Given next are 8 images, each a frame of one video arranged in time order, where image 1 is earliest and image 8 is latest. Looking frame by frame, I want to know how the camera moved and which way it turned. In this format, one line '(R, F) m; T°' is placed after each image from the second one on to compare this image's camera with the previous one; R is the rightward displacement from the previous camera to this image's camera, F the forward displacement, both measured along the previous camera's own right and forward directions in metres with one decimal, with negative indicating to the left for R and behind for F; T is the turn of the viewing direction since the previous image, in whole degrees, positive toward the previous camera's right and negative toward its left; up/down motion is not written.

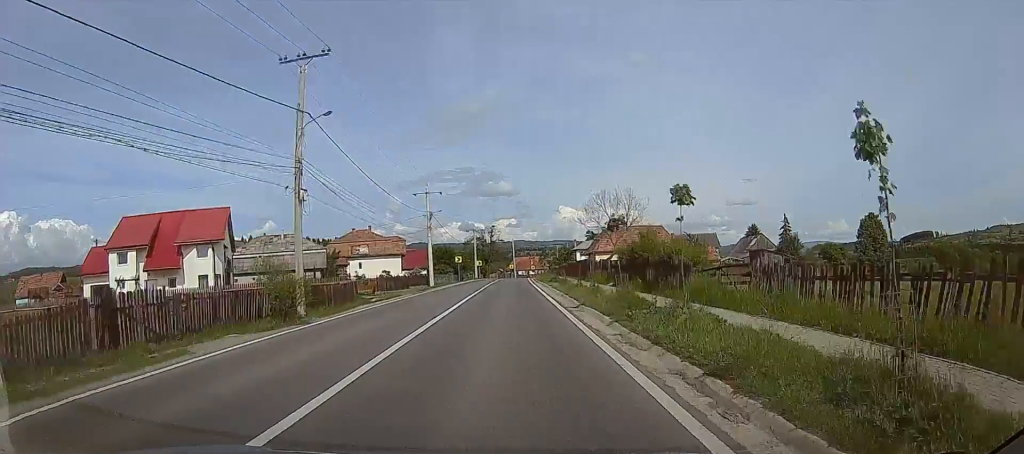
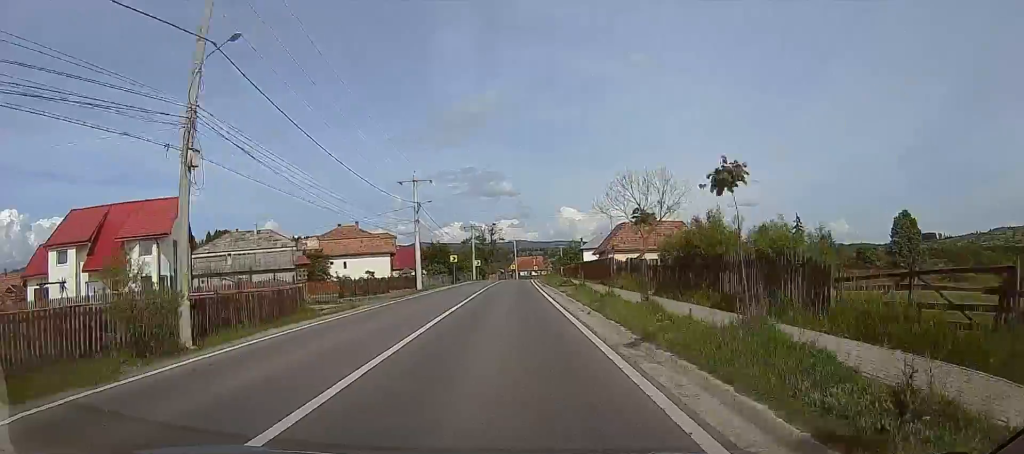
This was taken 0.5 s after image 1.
(+0.1, +8.5) m; +1°
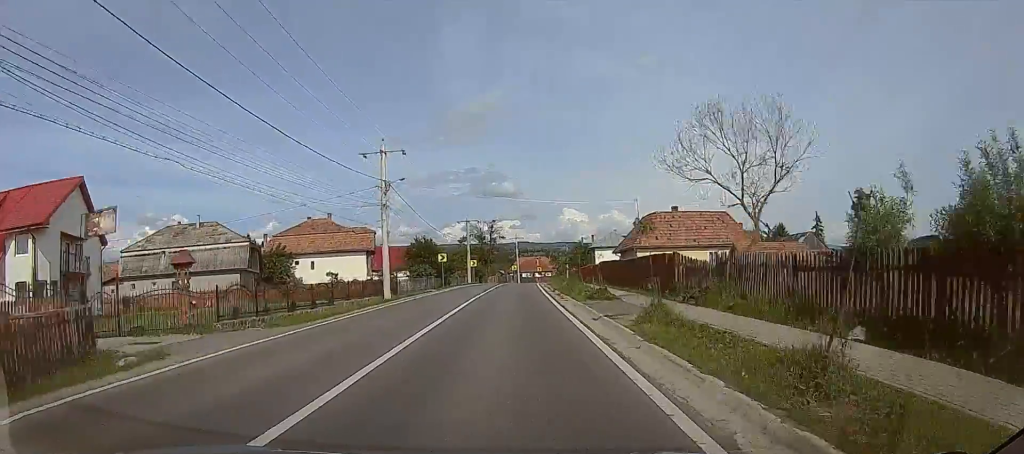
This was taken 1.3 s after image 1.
(0.0, +13.1) m; -4°
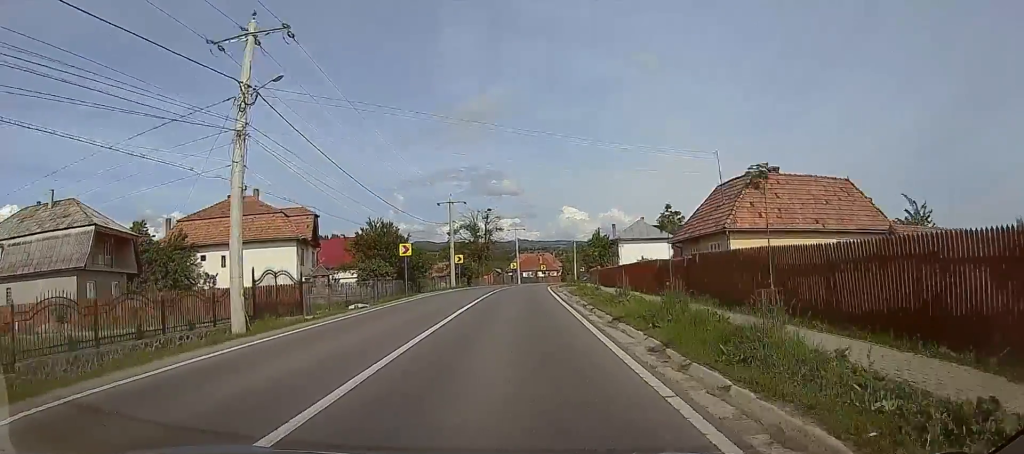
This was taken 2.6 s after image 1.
(-1.6, +20.8) m; -2°
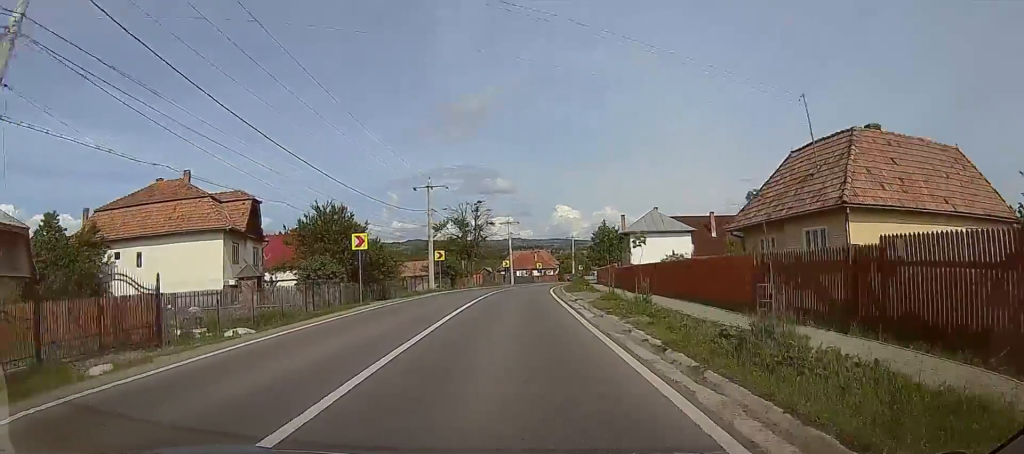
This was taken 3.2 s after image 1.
(+1.0, +11.1) m; 0°
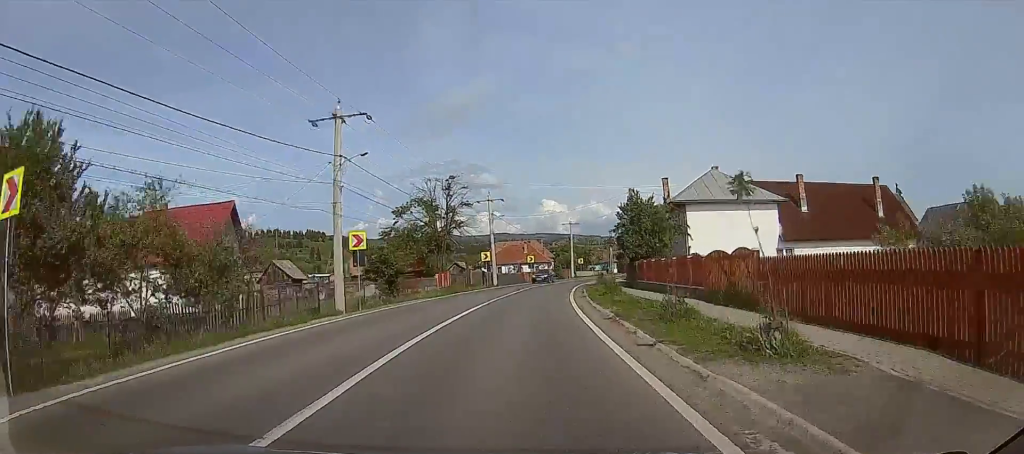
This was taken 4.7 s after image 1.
(-1.4, +25.4) m; -1°
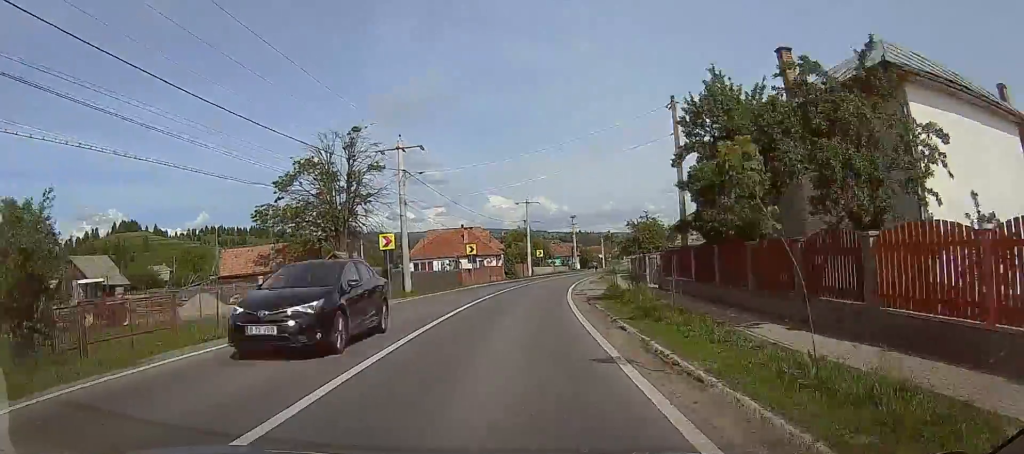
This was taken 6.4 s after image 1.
(+6.1, +27.8) m; +17°
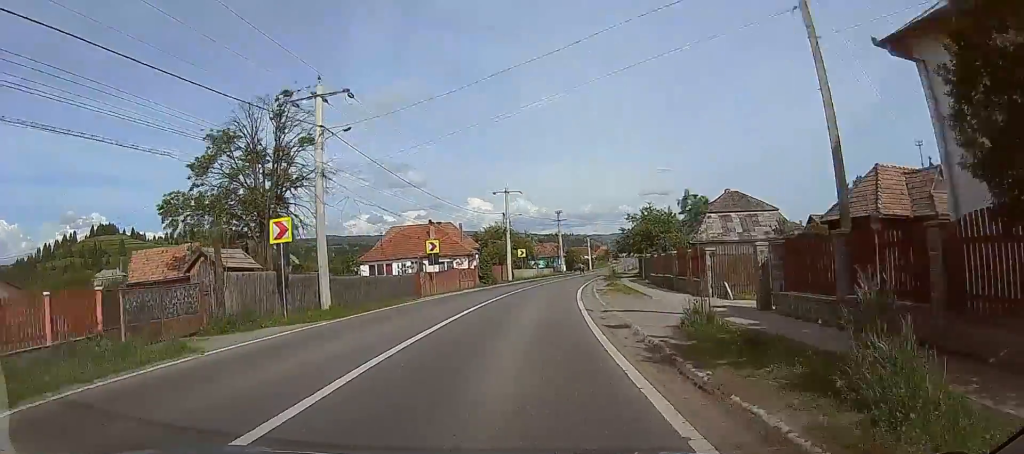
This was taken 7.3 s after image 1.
(-1.6, +14.0) m; -7°
